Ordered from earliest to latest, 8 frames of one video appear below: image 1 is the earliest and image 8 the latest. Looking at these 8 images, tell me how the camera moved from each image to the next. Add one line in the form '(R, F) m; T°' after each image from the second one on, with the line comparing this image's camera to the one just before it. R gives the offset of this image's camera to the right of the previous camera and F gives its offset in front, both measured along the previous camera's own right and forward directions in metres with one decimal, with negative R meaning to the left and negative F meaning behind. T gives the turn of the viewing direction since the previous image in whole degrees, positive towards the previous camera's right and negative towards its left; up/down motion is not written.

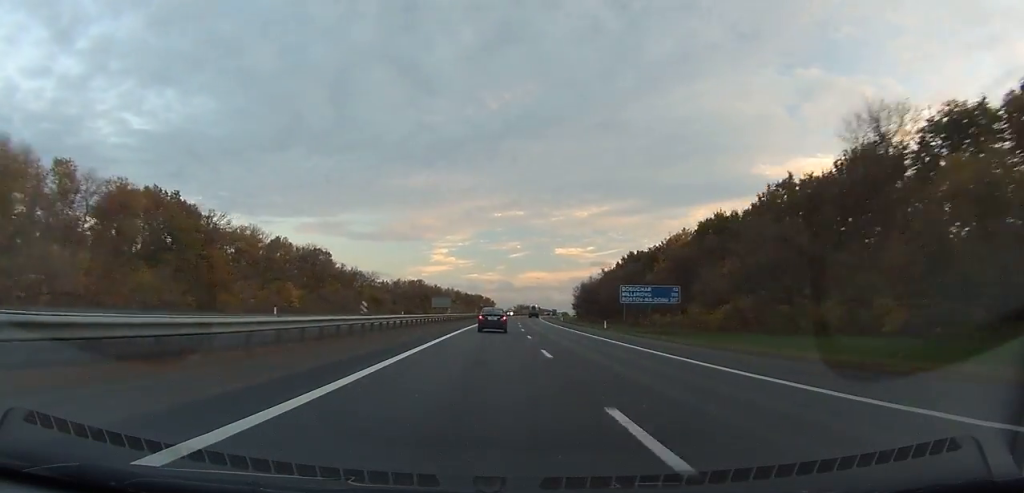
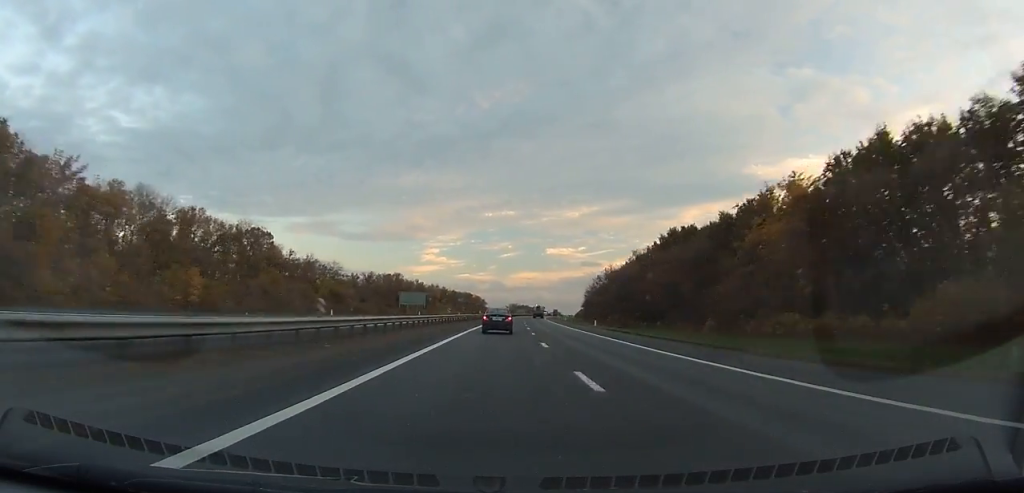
(+0.5, +44.3) m; +1°
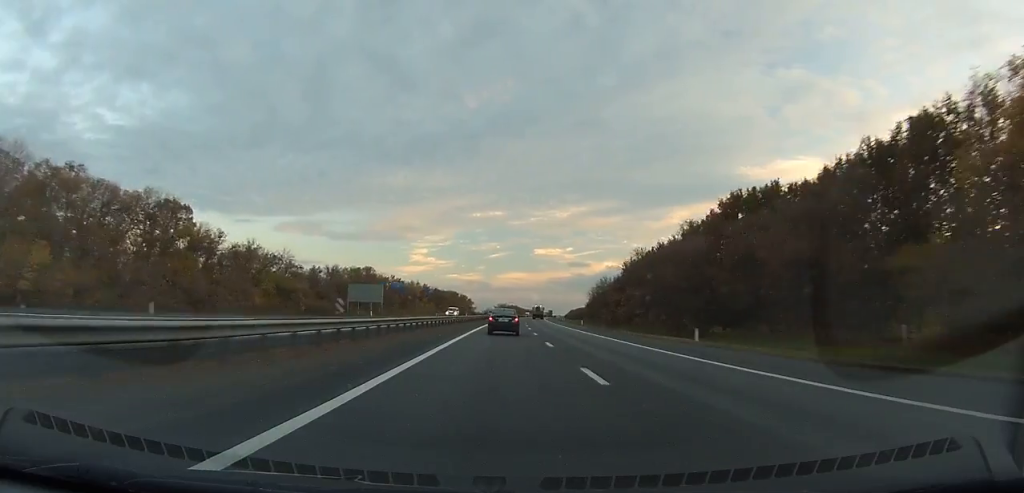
(0.0, +35.3) m; +1°
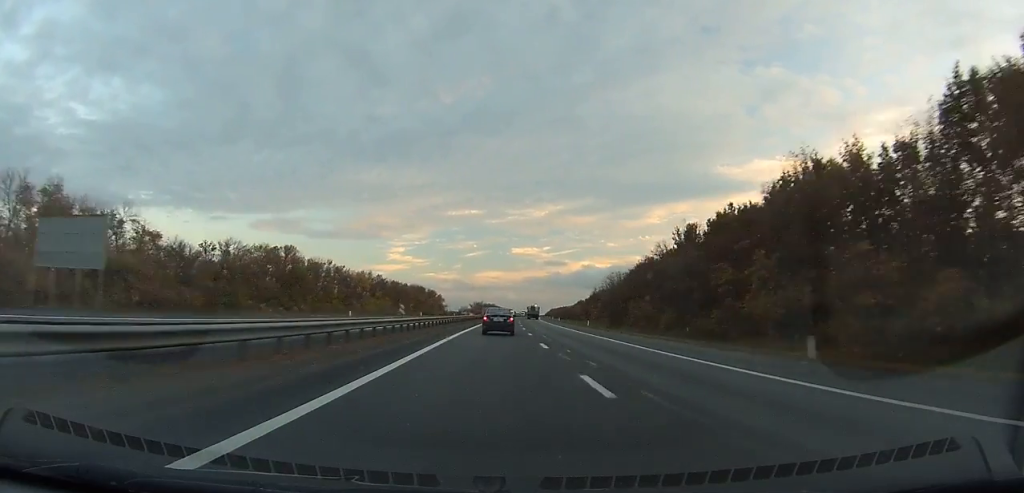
(+1.0, +64.3) m; +2°
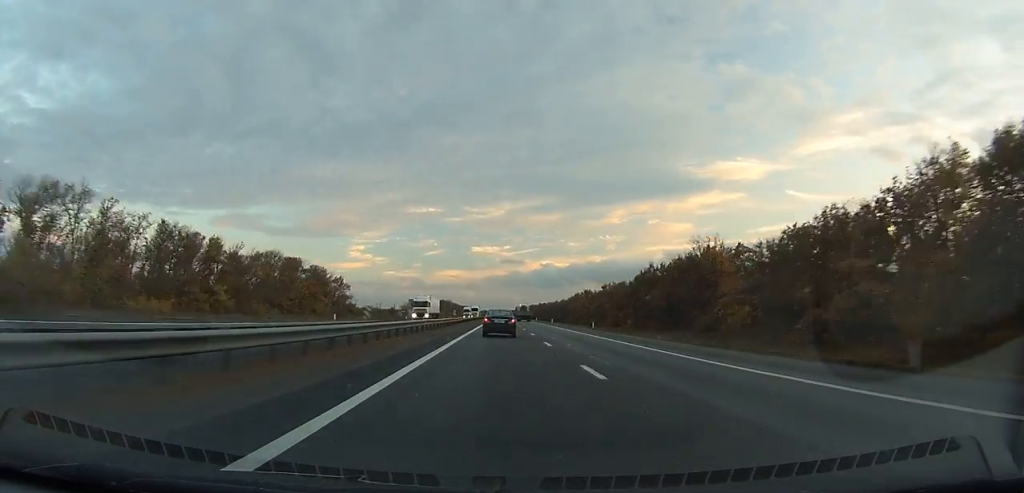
(+5.4, +153.7) m; +4°
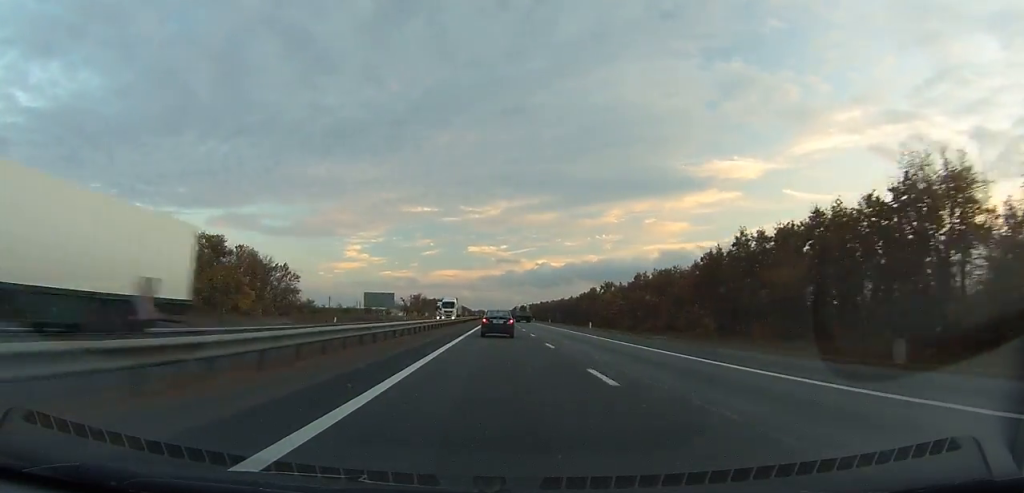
(+0.2, +49.3) m; +1°
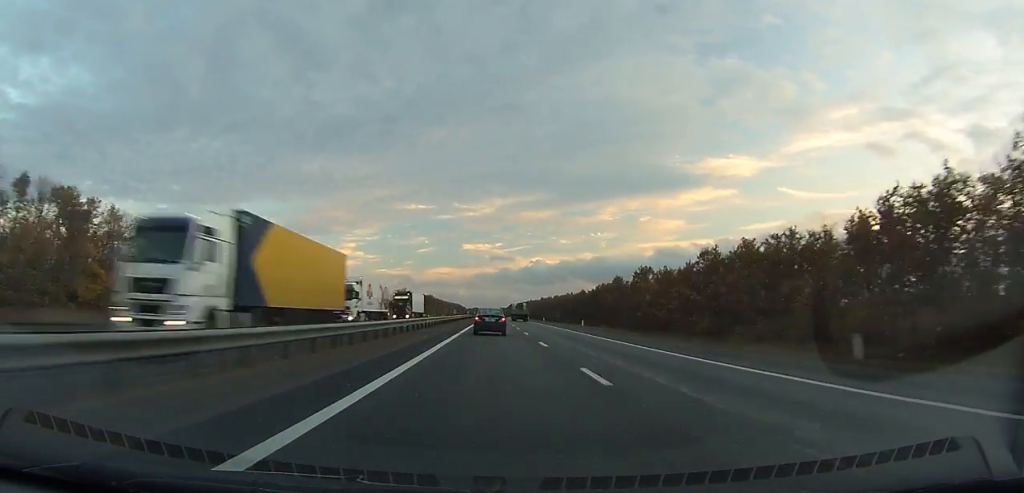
(+0.9, +46.9) m; +1°
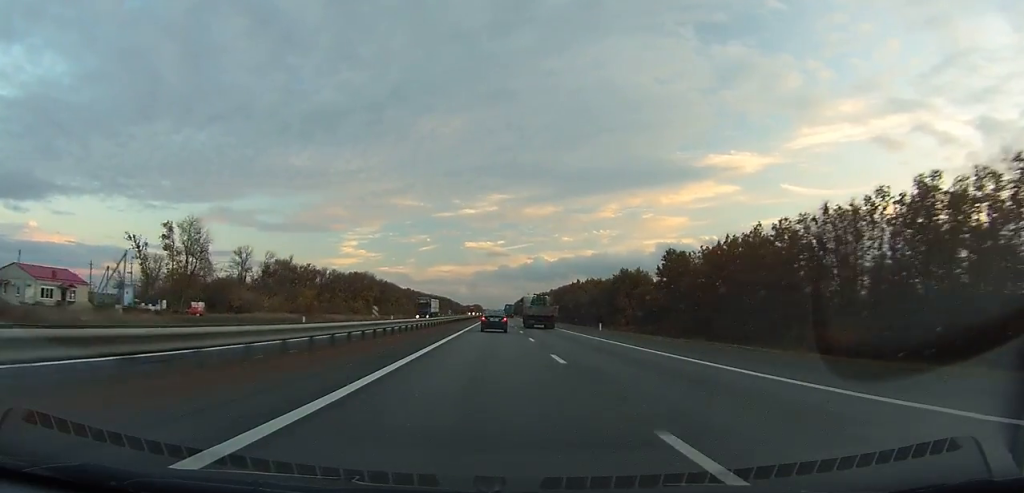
(+2.2, +265.5) m; 0°
